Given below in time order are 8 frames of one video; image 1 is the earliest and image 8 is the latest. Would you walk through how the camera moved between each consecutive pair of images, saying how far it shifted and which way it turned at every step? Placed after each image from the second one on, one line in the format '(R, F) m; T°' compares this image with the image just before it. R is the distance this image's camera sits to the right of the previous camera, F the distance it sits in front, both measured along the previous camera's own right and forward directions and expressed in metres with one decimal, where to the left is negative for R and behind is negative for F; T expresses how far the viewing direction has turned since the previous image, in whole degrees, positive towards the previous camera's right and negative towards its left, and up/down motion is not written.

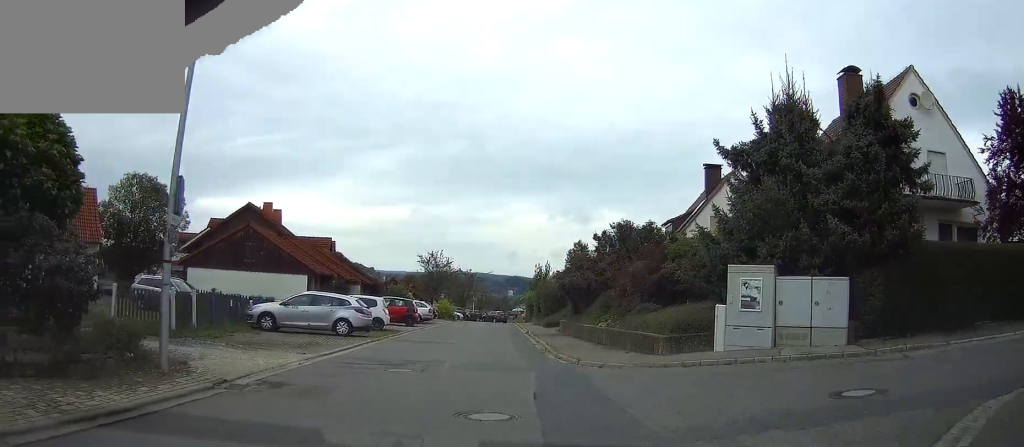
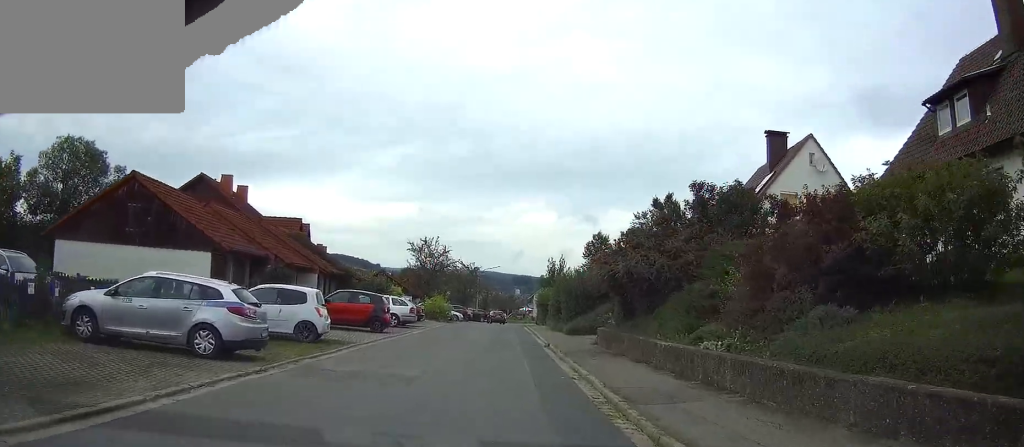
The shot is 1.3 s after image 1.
(0.0, +12.6) m; 0°
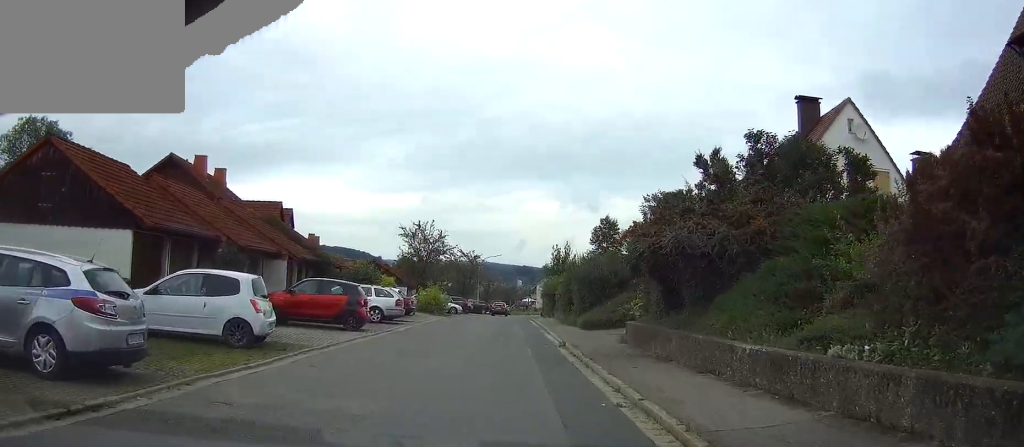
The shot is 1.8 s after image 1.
(0.0, +5.2) m; 0°
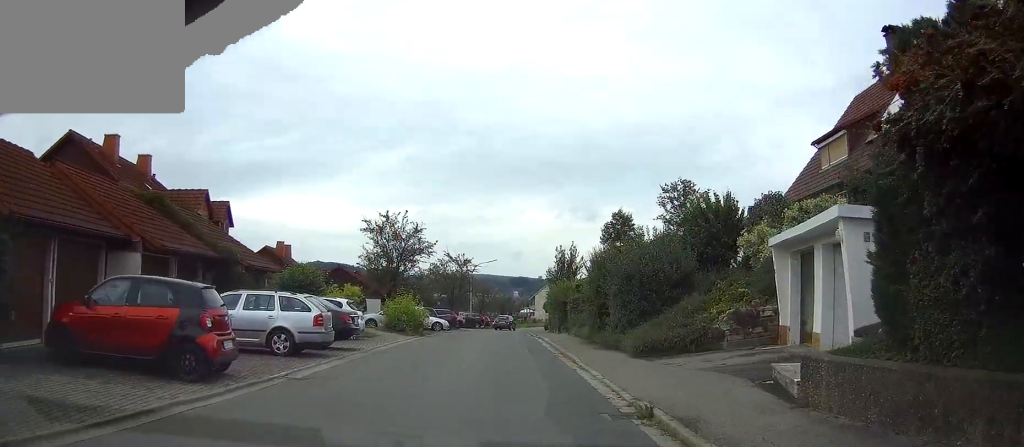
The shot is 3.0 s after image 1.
(+0.1, +12.1) m; 0°
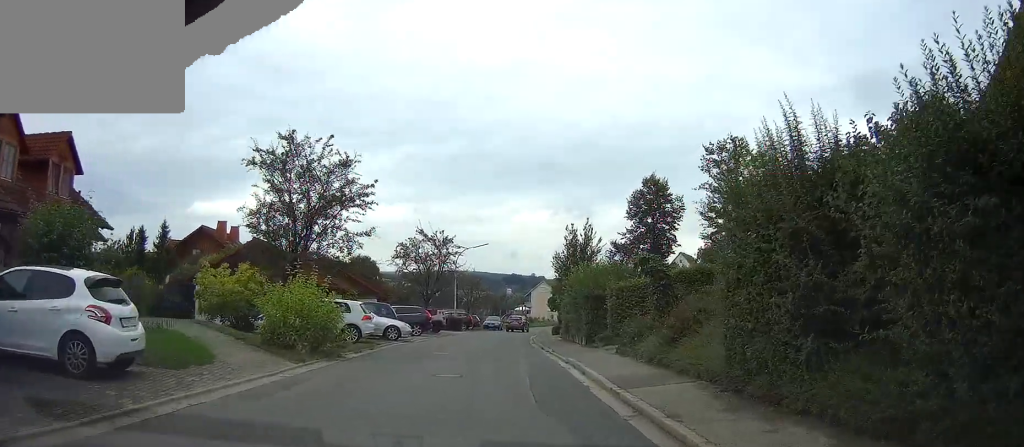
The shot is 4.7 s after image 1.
(+0.1, +17.0) m; +1°
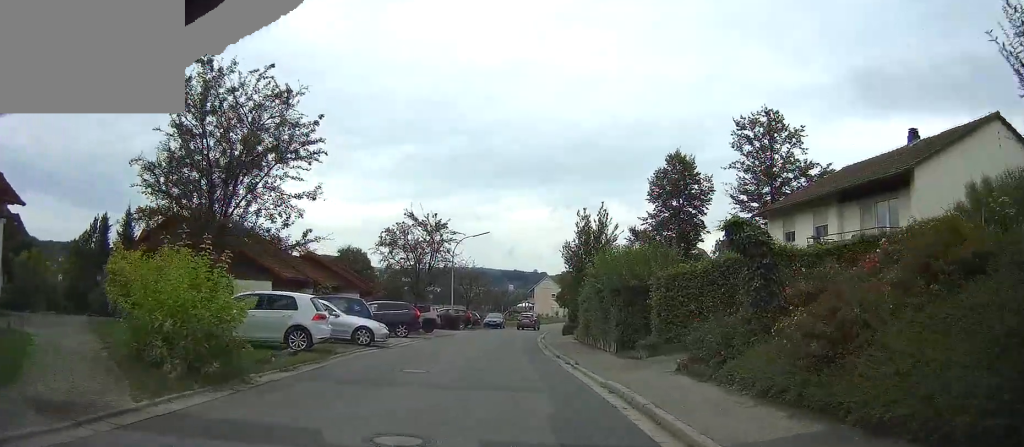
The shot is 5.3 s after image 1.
(0.0, +6.7) m; 0°
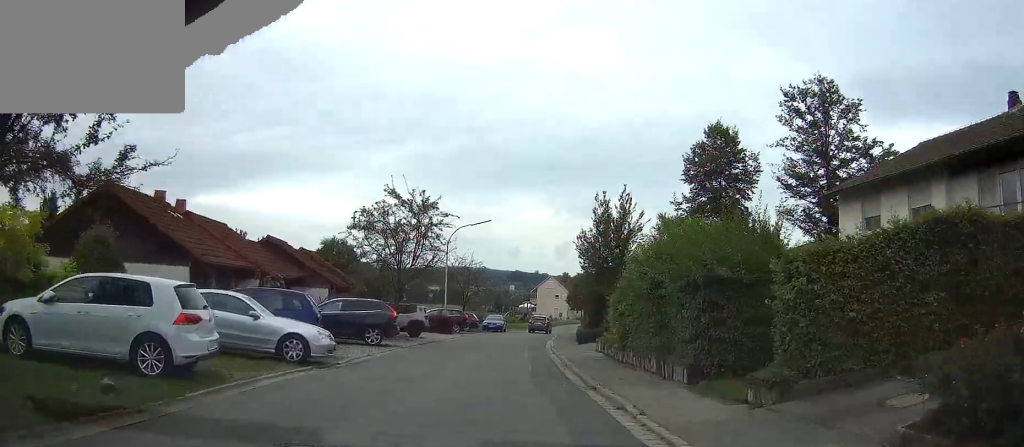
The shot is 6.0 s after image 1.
(0.0, +7.8) m; 0°
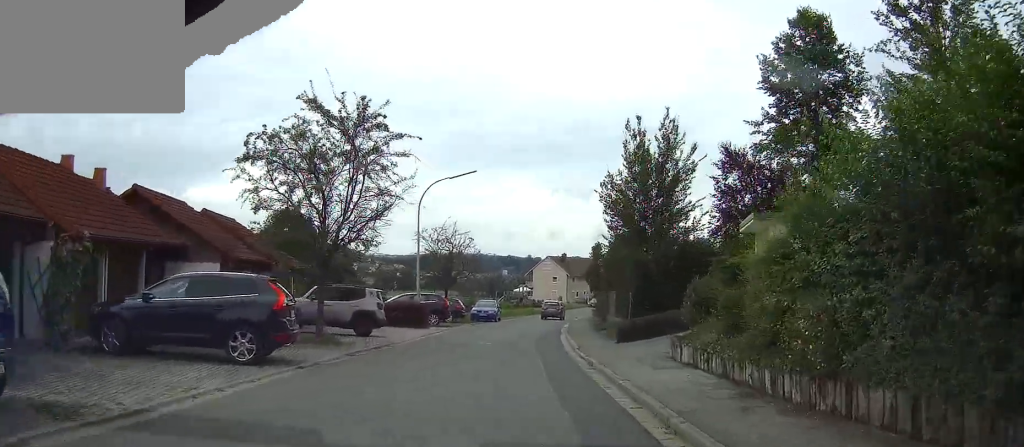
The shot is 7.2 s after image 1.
(0.0, +12.7) m; +1°
